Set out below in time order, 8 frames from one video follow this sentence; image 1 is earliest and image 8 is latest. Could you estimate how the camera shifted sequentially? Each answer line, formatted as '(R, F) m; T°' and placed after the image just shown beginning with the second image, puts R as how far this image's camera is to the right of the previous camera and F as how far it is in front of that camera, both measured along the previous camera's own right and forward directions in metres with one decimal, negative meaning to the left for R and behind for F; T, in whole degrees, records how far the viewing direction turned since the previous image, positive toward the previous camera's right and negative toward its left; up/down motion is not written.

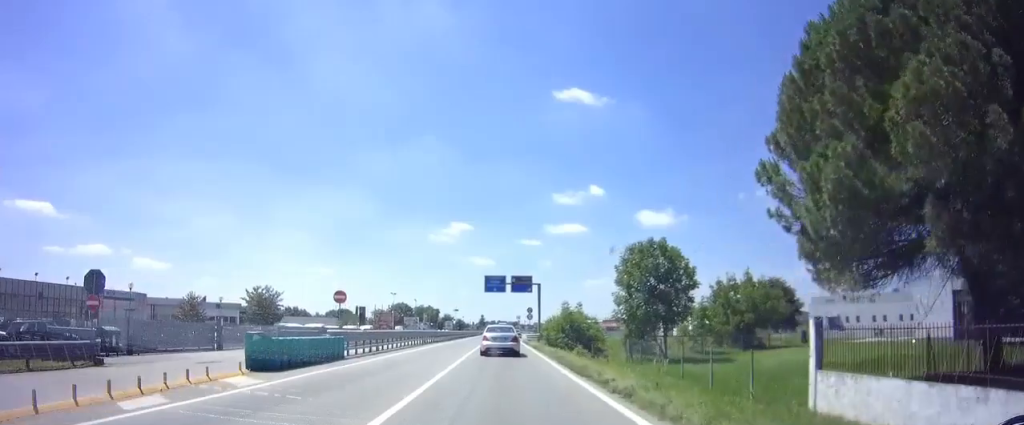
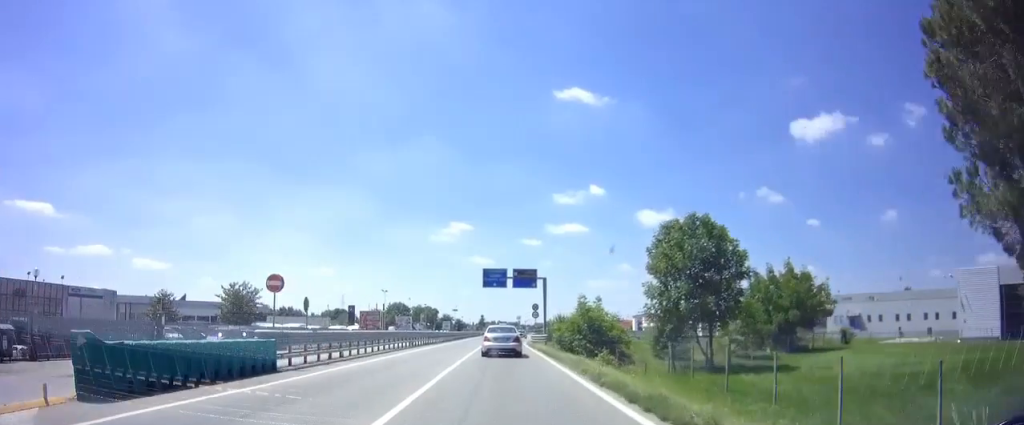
(0.0, +7.2) m; 0°
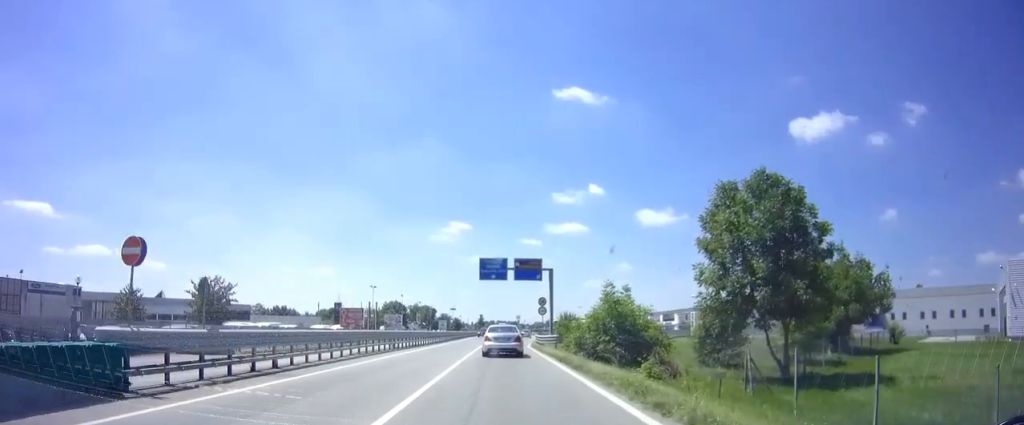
(0.0, +7.3) m; 0°
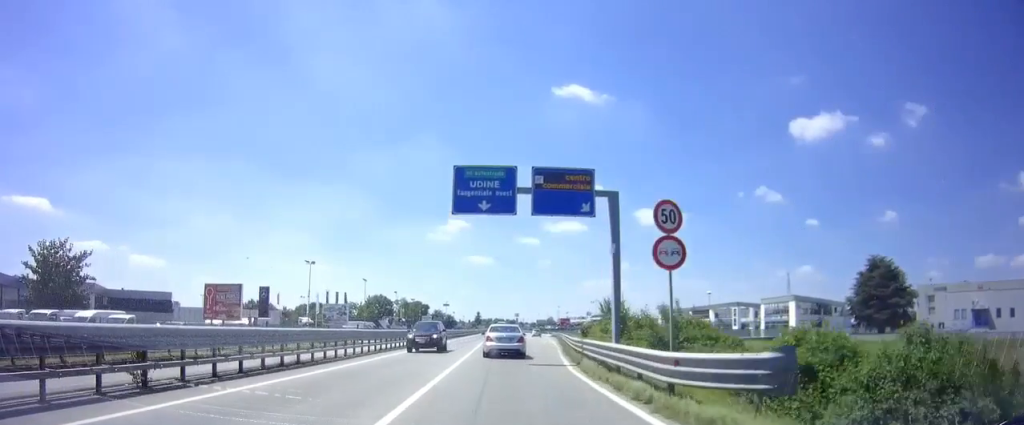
(-0.1, +26.6) m; 0°
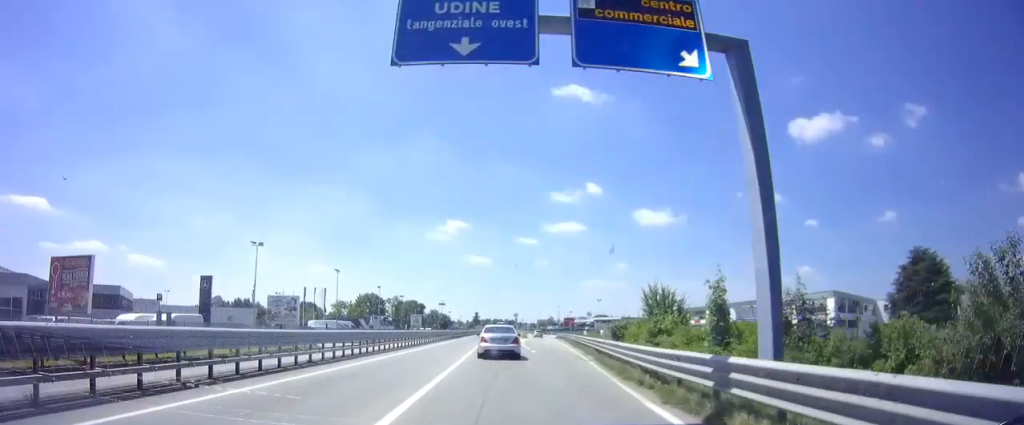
(0.0, +12.0) m; 0°
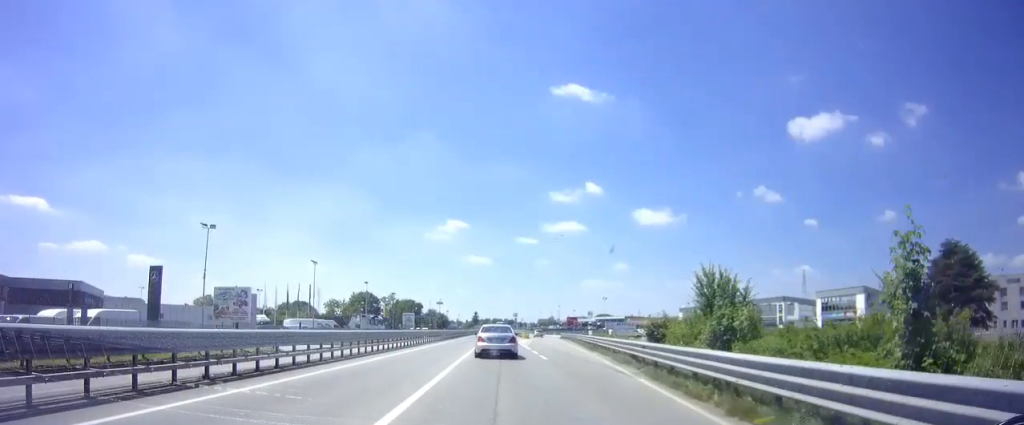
(0.0, +7.5) m; 0°
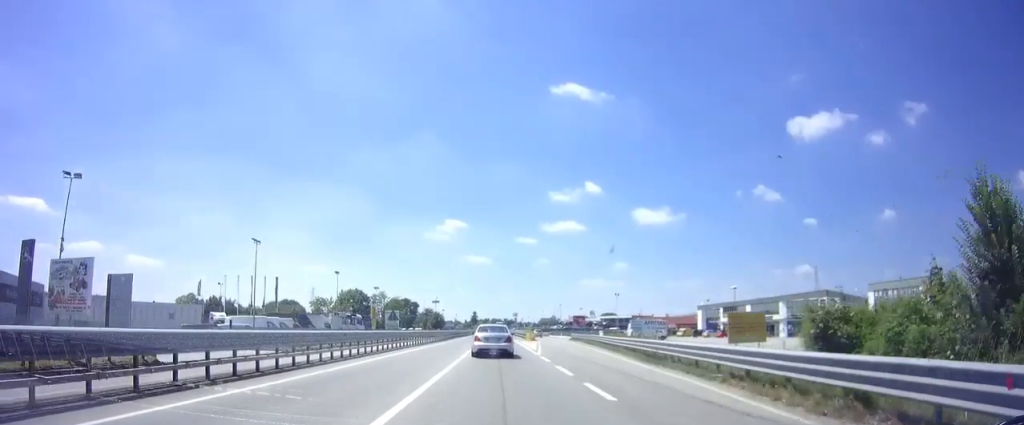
(-0.1, +13.2) m; +1°
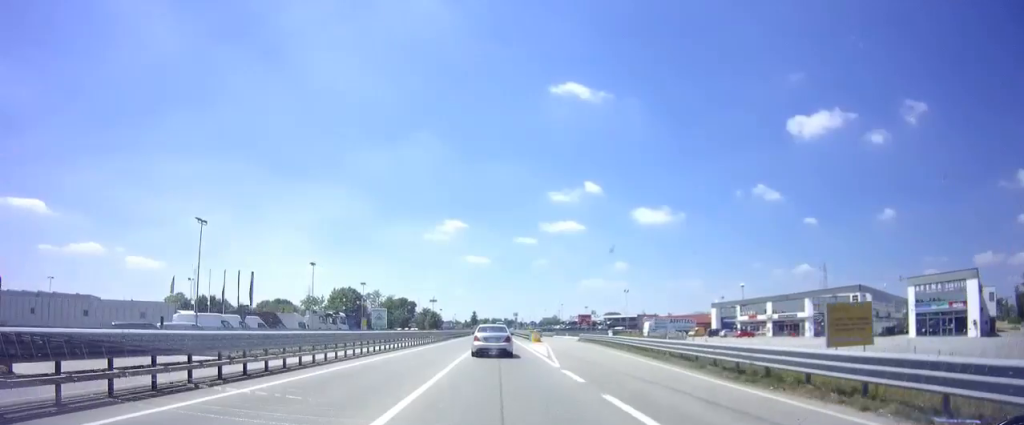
(+0.2, +8.7) m; 0°
